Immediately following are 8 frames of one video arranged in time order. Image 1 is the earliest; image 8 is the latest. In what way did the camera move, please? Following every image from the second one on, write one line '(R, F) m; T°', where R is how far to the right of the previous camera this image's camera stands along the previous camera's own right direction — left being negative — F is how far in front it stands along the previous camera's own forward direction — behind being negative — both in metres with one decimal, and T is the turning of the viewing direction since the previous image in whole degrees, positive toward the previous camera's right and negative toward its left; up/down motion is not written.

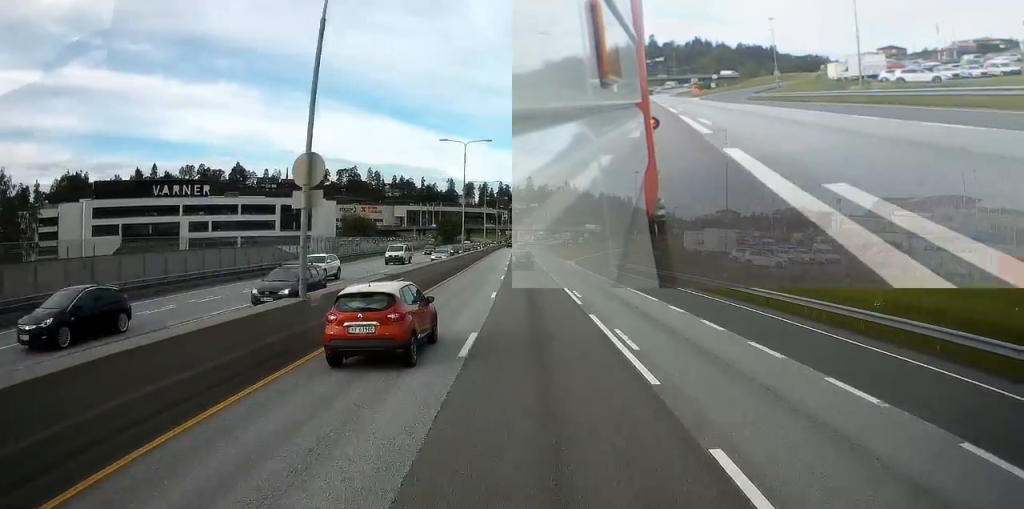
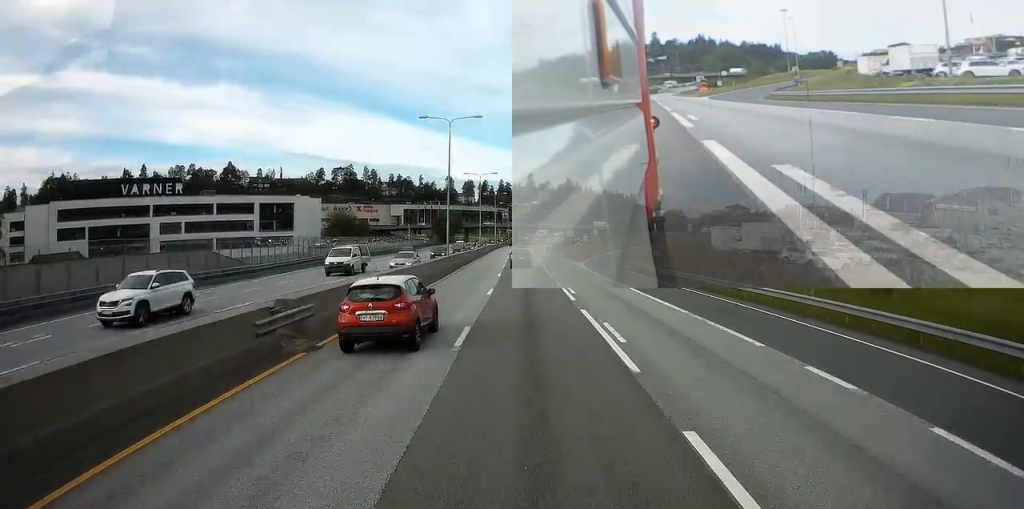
(+0.1, +11.6) m; 0°
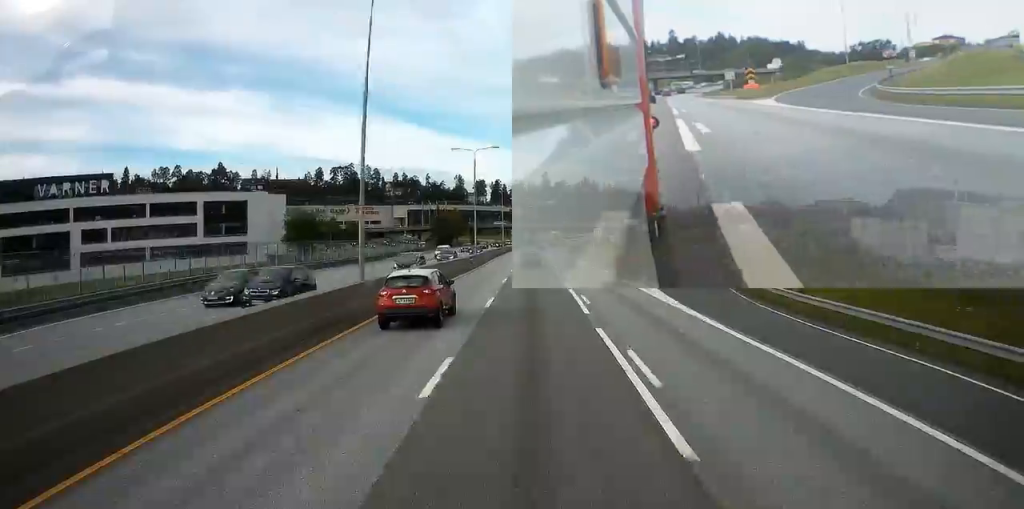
(-0.2, +28.2) m; -1°
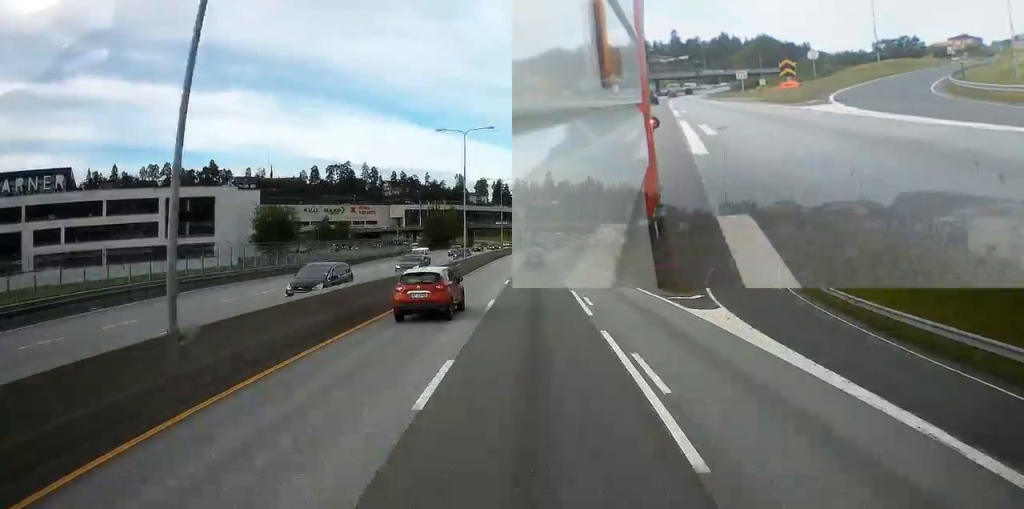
(-0.1, +12.4) m; 0°
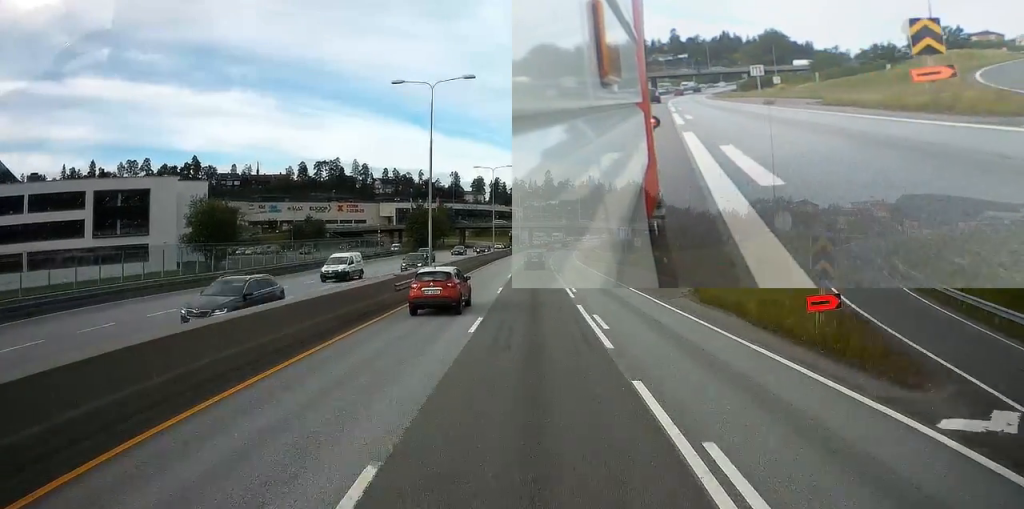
(-0.1, +17.3) m; 0°
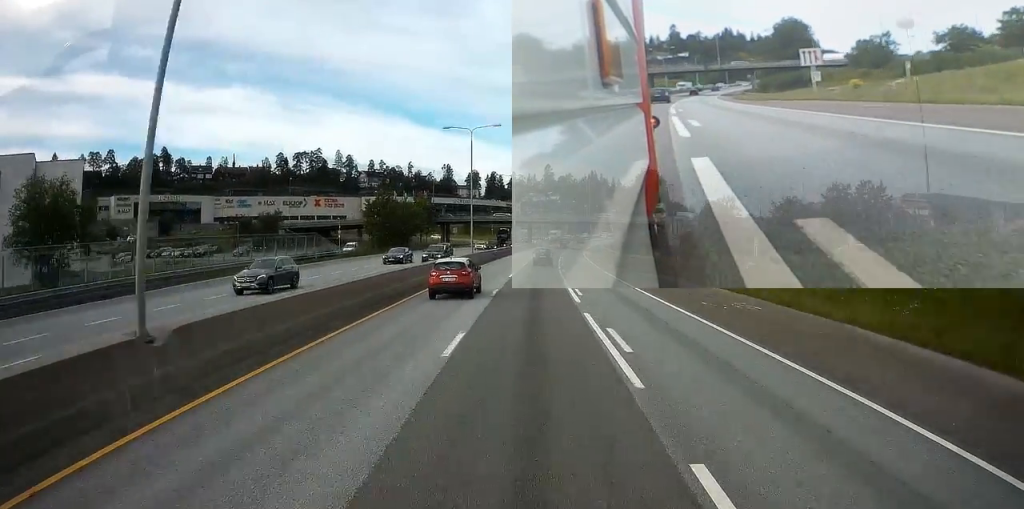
(+0.2, +27.9) m; 0°
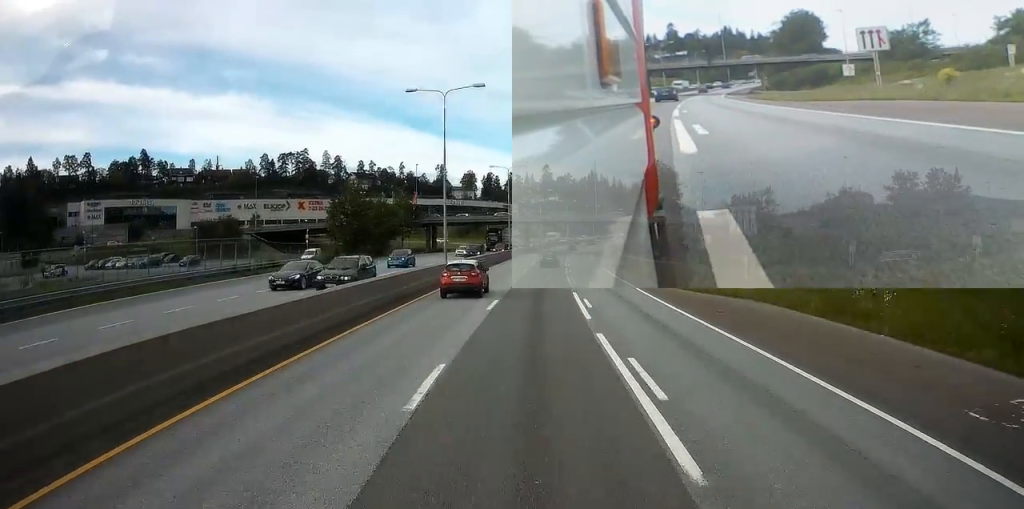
(-0.2, +15.7) m; 0°
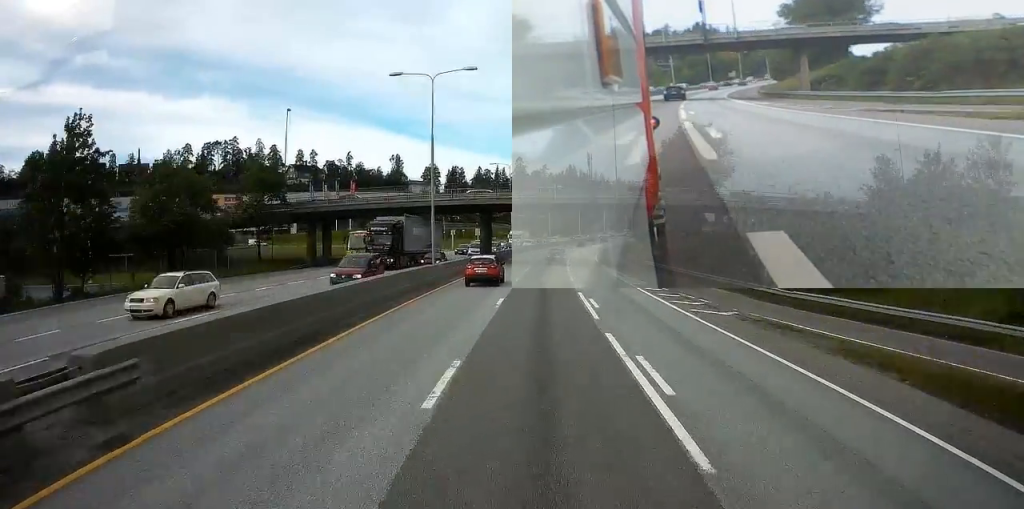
(+1.1, +48.4) m; +3°
